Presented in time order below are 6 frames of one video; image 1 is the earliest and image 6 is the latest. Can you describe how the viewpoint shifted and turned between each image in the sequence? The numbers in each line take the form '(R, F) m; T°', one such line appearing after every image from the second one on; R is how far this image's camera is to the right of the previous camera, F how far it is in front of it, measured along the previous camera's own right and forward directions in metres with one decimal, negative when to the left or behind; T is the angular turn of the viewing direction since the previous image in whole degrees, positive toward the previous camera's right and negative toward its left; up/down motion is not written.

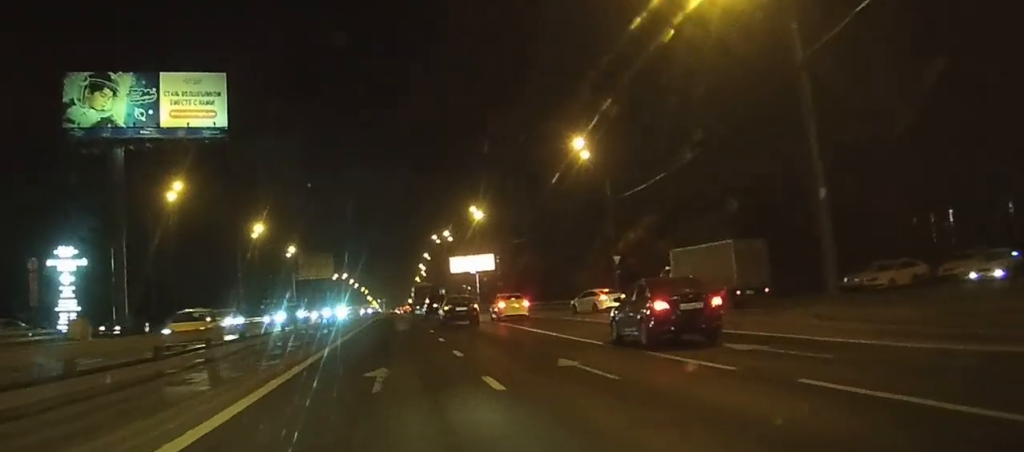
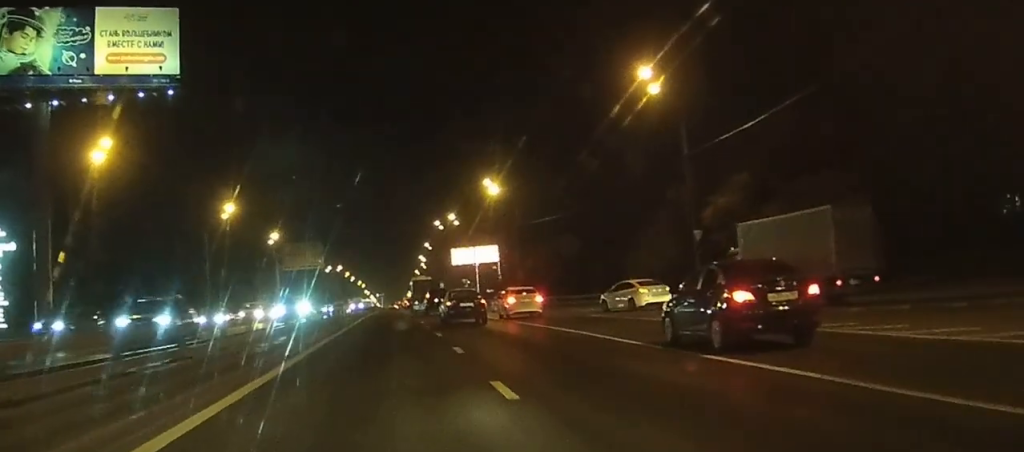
(+0.9, +18.9) m; +3°
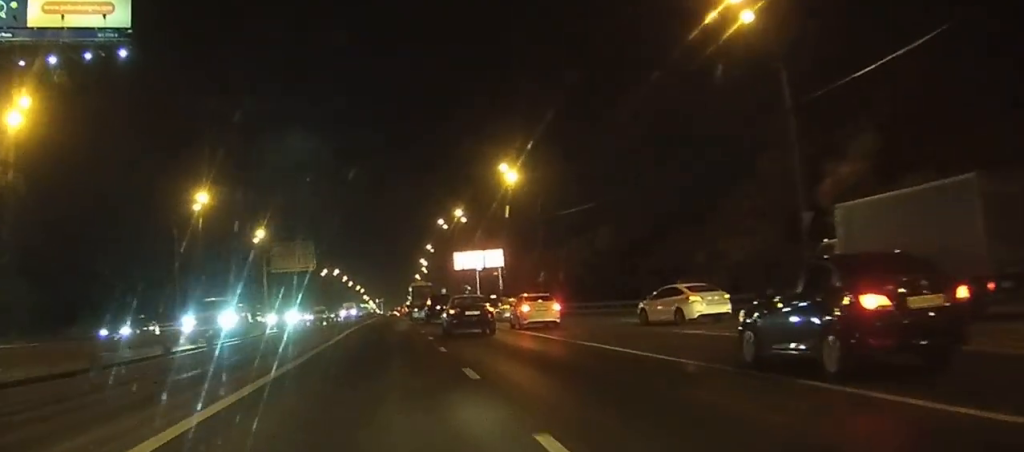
(+0.1, +13.2) m; 0°
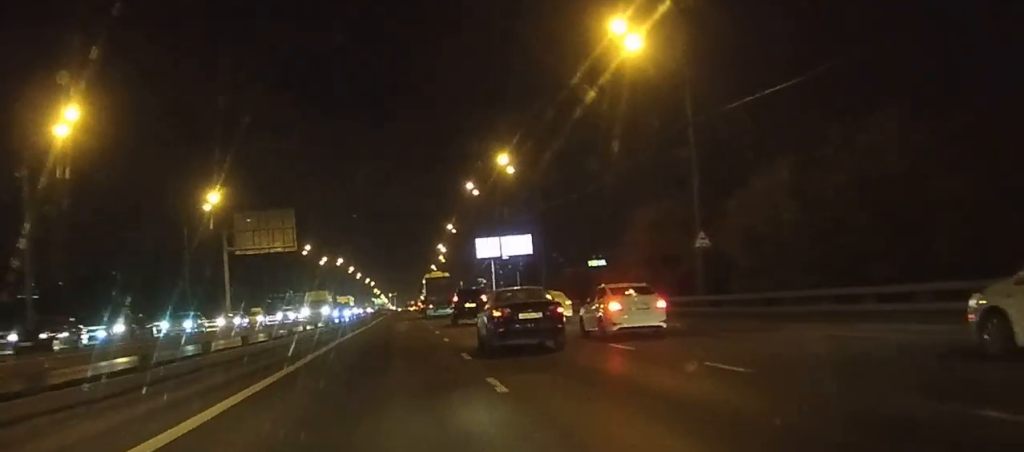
(-0.1, +34.6) m; 0°
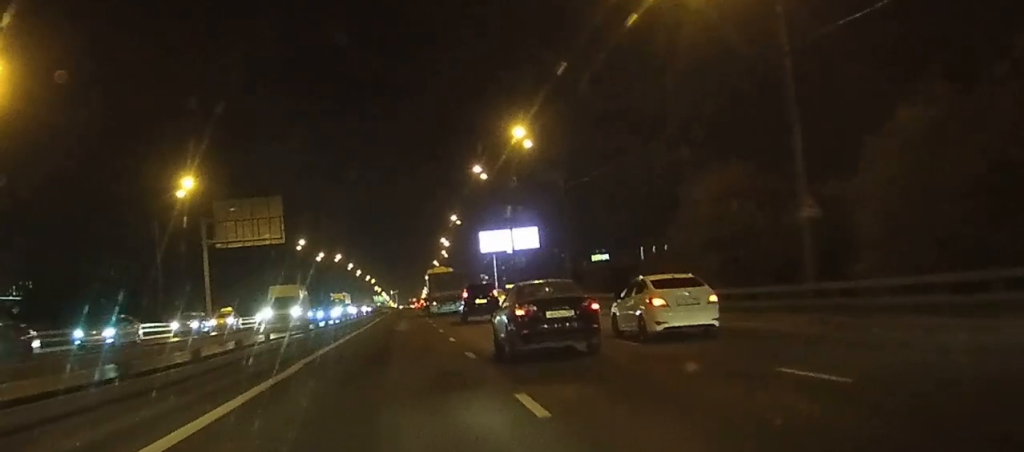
(0.0, +9.4) m; 0°
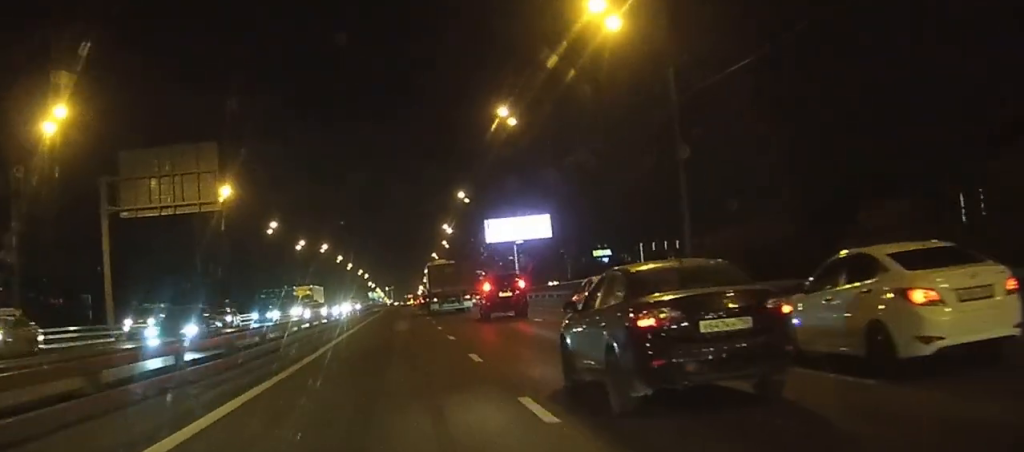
(0.0, +25.3) m; 0°
